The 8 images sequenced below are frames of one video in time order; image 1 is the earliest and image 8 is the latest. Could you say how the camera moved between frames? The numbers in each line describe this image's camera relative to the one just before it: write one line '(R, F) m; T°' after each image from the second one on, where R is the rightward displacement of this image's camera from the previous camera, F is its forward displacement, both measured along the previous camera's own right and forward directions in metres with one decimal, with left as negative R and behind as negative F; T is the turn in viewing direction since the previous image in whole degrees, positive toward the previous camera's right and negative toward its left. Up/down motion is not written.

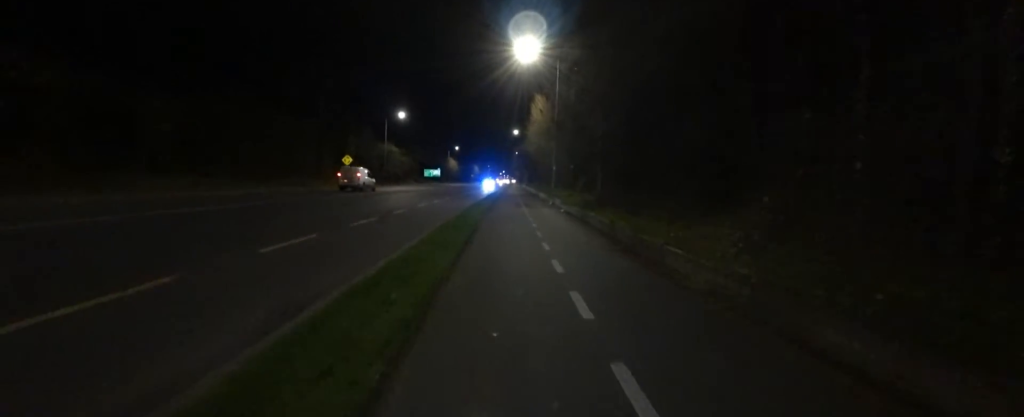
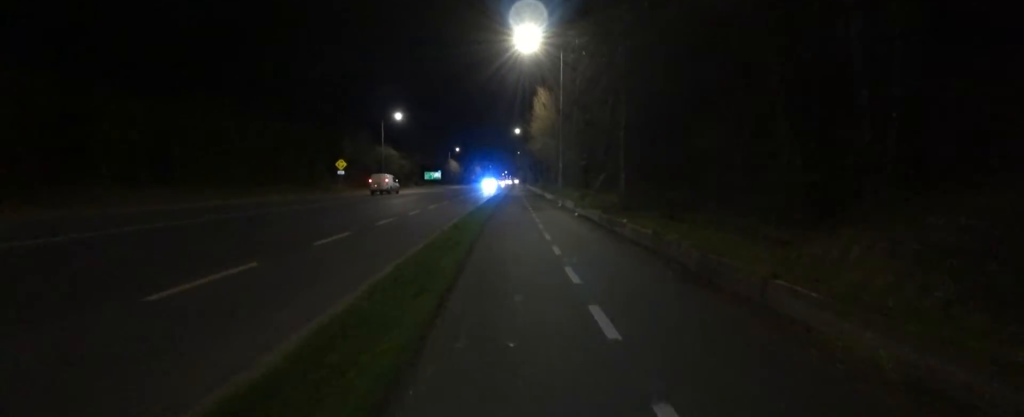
(-0.2, +2.4) m; -3°
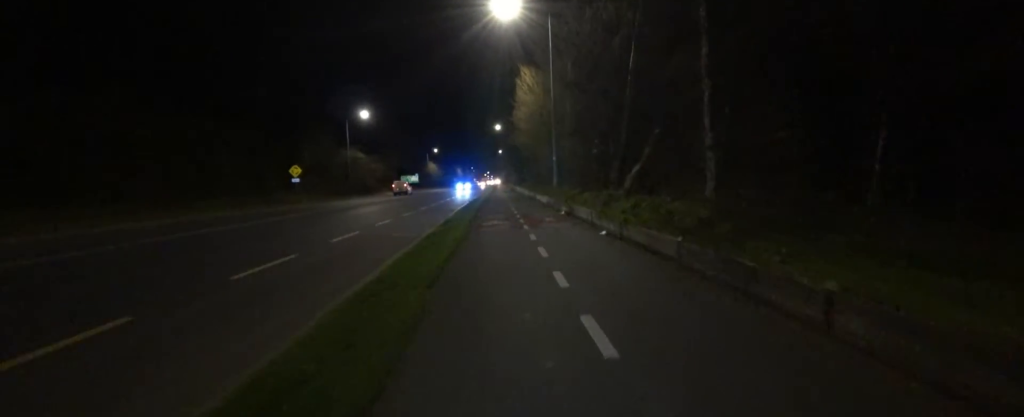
(-0.2, +6.1) m; -3°
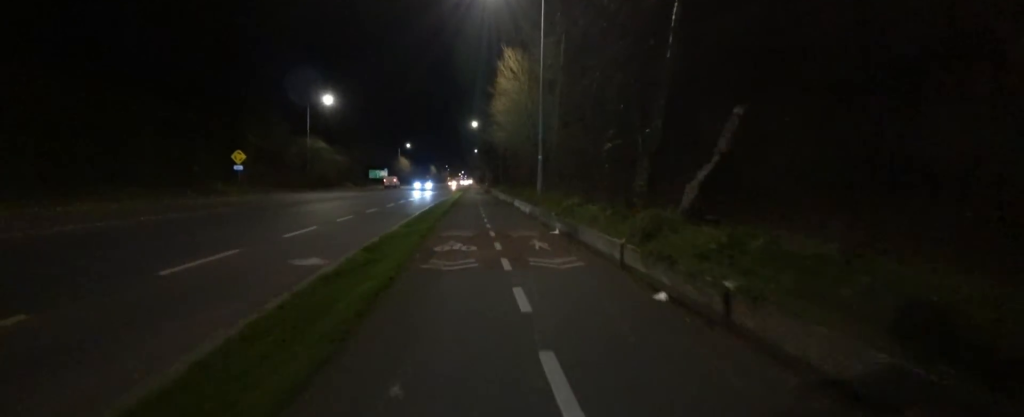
(0.0, +4.4) m; 0°
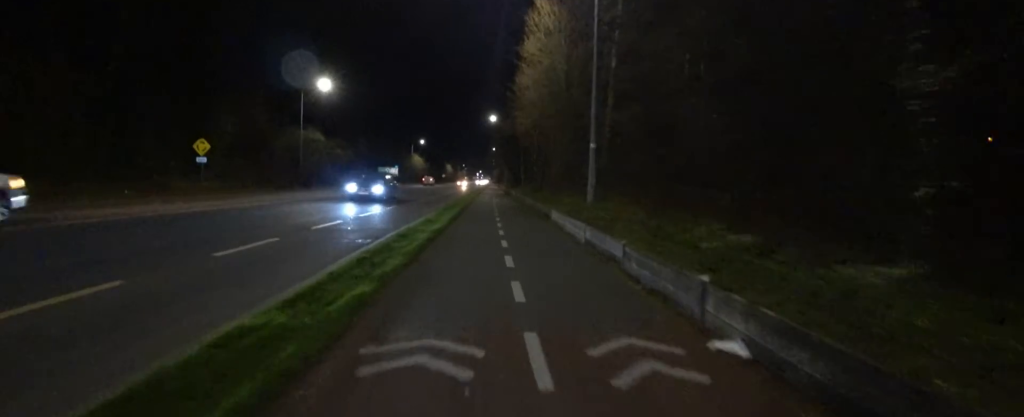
(0.0, +7.0) m; 0°
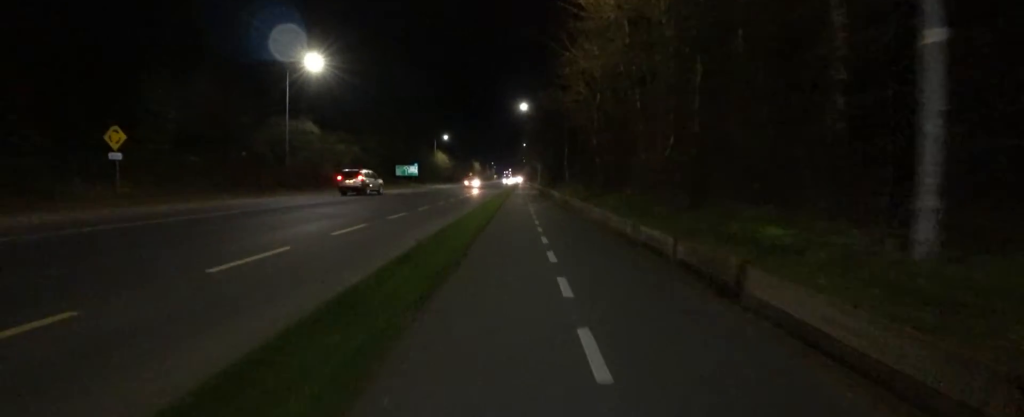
(0.0, +9.3) m; 0°
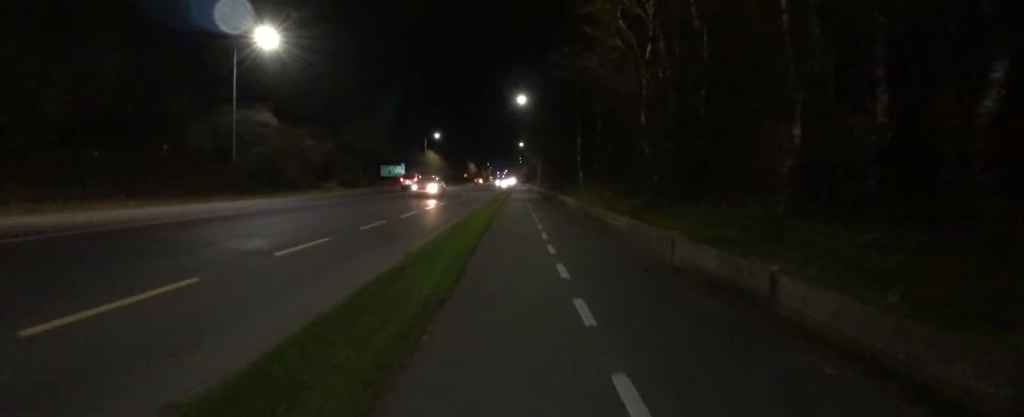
(0.0, +6.3) m; 0°
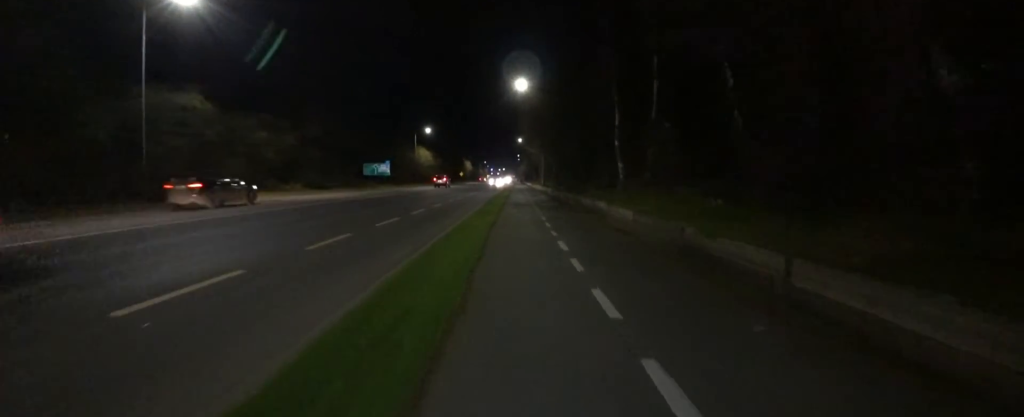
(0.0, +7.3) m; 0°
